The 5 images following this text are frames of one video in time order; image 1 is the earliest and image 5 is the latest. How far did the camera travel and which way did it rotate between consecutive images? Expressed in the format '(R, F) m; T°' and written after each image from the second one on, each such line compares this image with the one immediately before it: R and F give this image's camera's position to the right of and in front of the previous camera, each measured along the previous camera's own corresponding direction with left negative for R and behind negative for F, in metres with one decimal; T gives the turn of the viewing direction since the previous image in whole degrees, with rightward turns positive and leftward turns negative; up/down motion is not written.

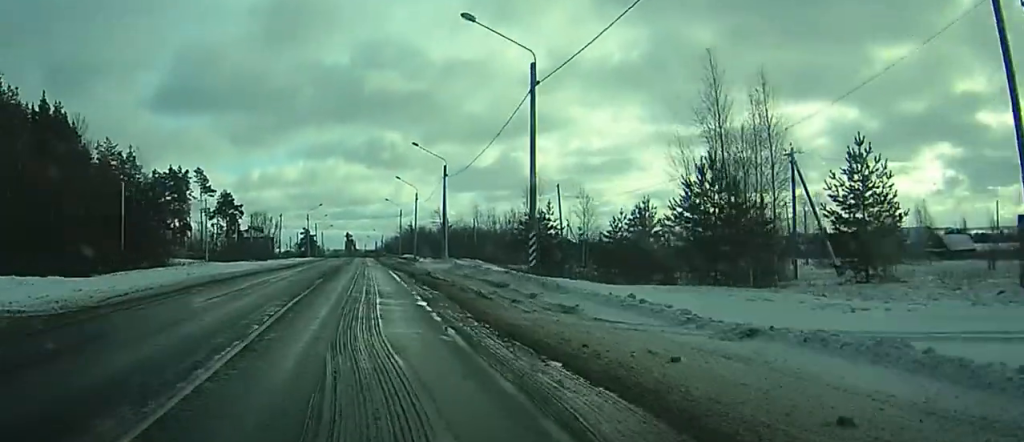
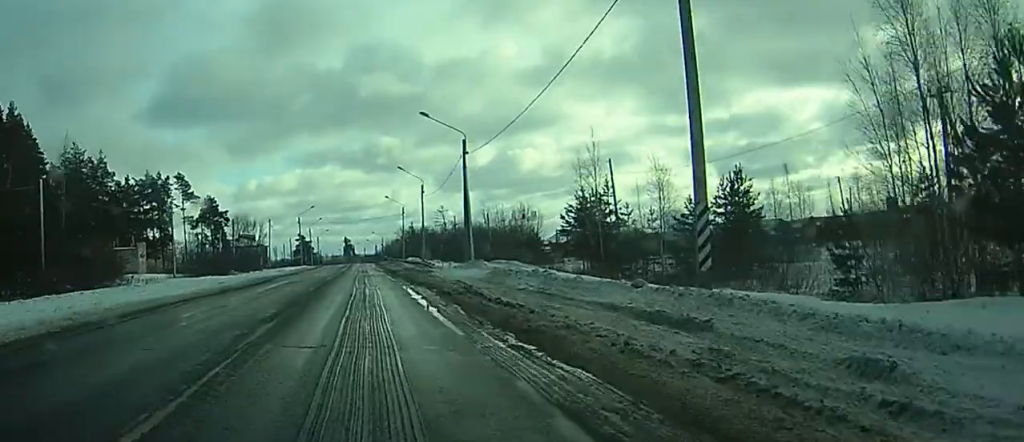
(-0.1, +17.1) m; 0°
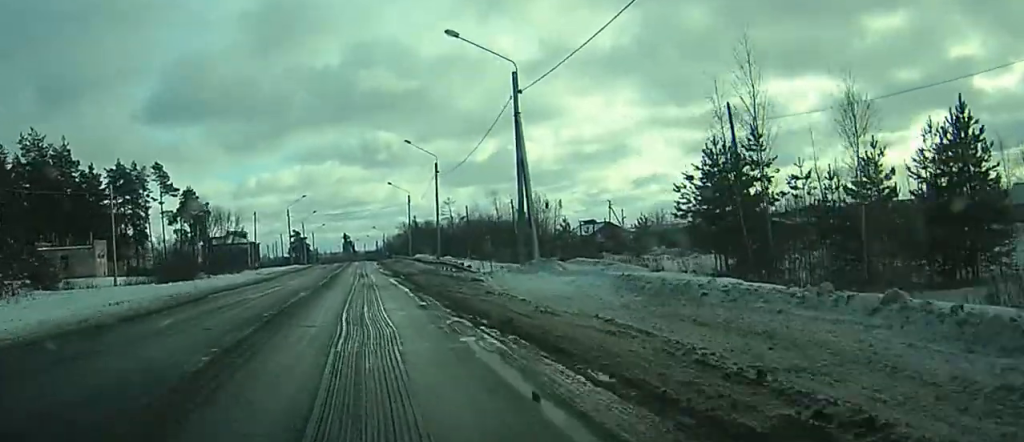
(0.0, +19.8) m; 0°
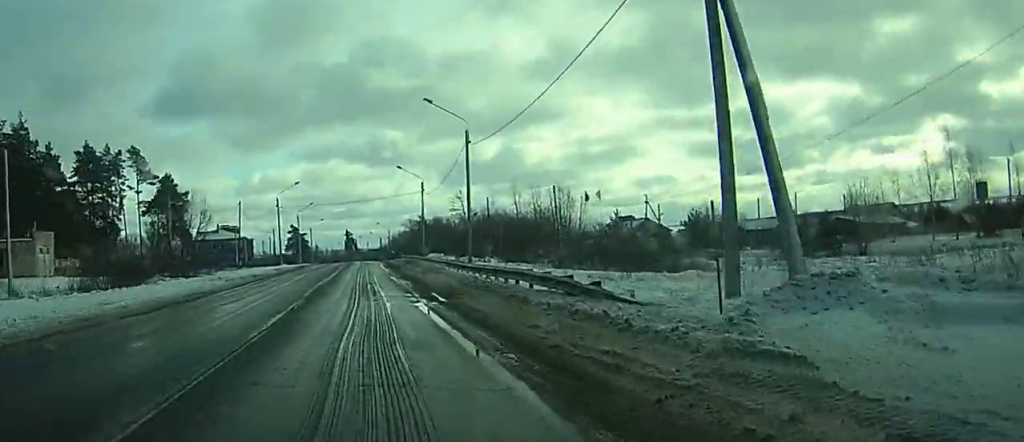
(-0.1, +20.0) m; -1°
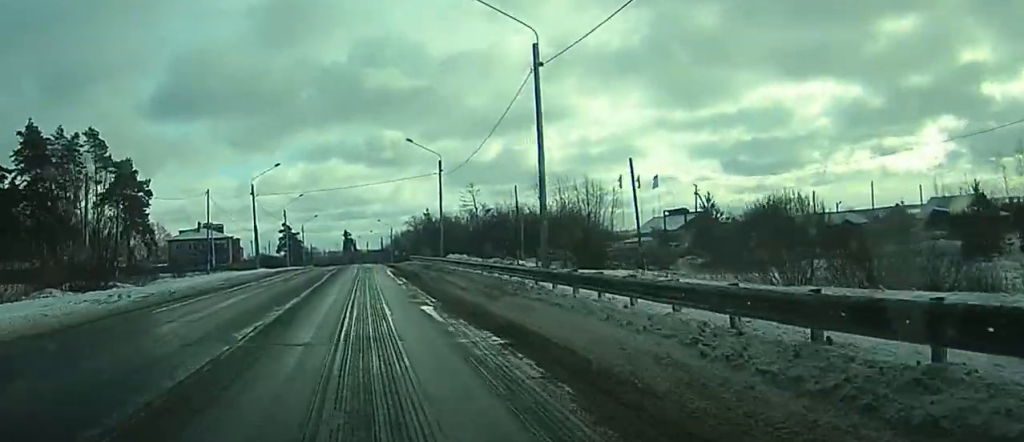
(-0.1, +22.9) m; 0°
